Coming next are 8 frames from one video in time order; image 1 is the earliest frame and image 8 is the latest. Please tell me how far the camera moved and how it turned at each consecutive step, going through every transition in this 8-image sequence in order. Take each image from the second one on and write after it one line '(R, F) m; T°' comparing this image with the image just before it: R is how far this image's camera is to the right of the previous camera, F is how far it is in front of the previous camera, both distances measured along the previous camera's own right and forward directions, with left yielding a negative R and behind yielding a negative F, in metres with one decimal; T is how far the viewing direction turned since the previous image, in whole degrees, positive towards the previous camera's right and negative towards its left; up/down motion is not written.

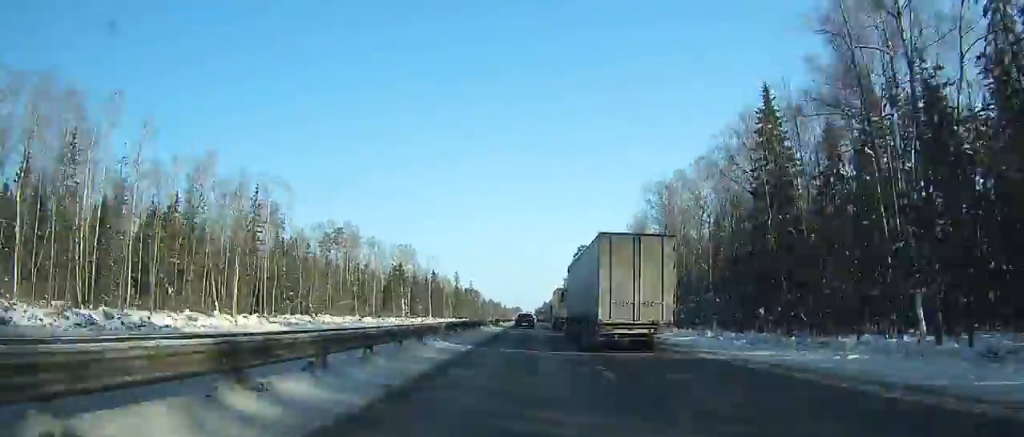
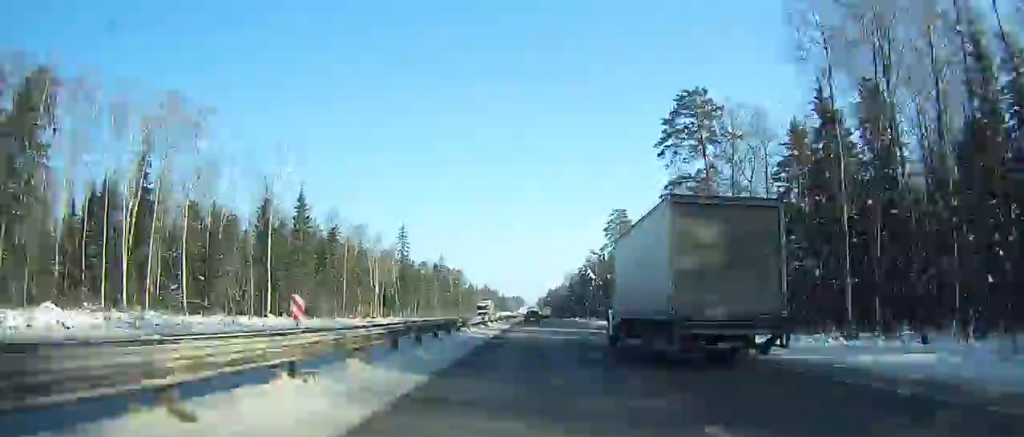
(+2.1, +141.3) m; +3°
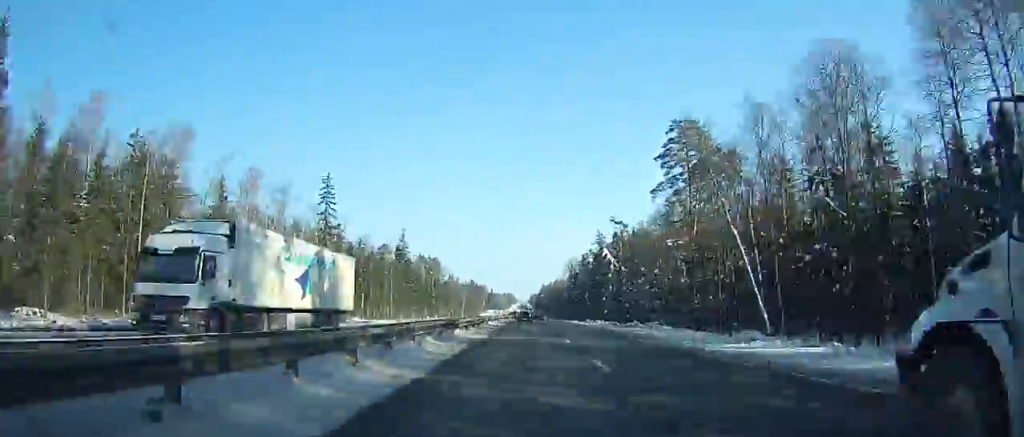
(+4.5, +62.9) m; -2°
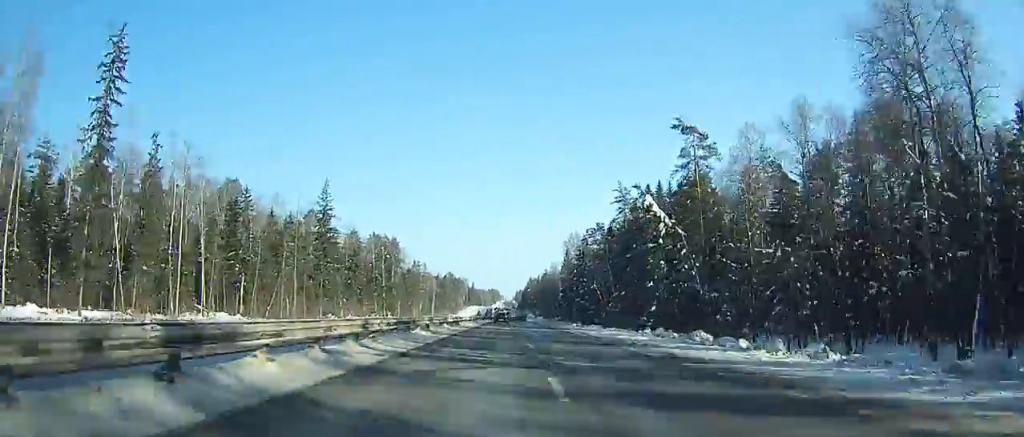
(-5.1, +62.2) m; -2°
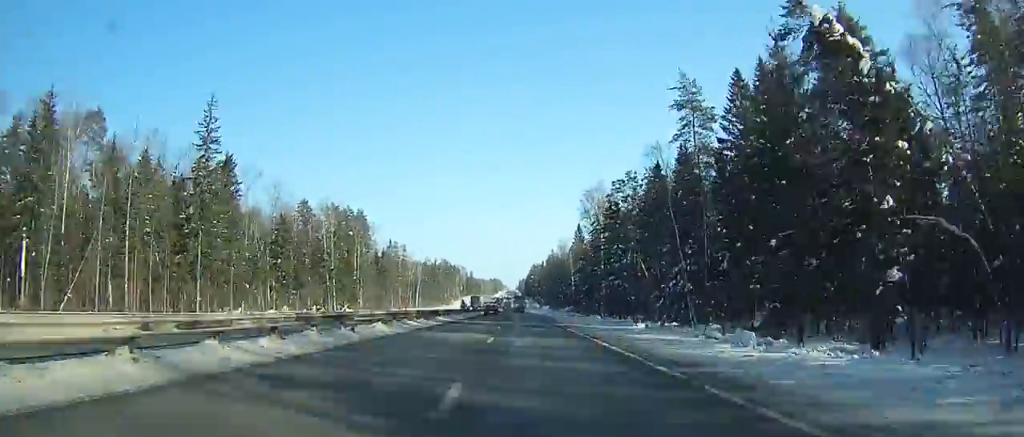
(-2.3, +47.0) m; -1°
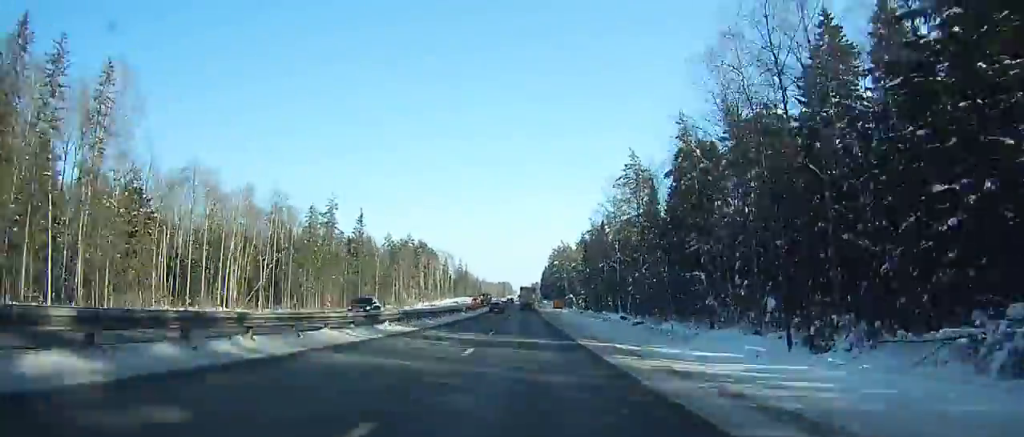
(+6.8, +159.6) m; +1°
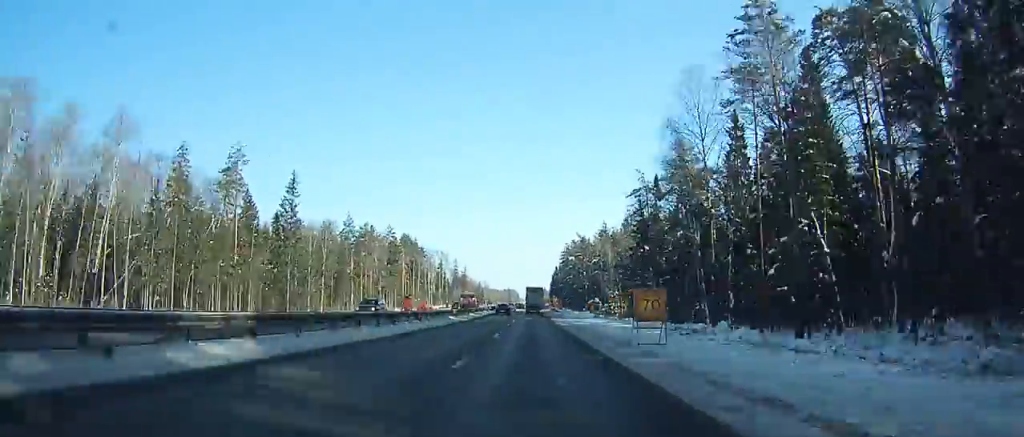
(-1.4, +46.9) m; +1°
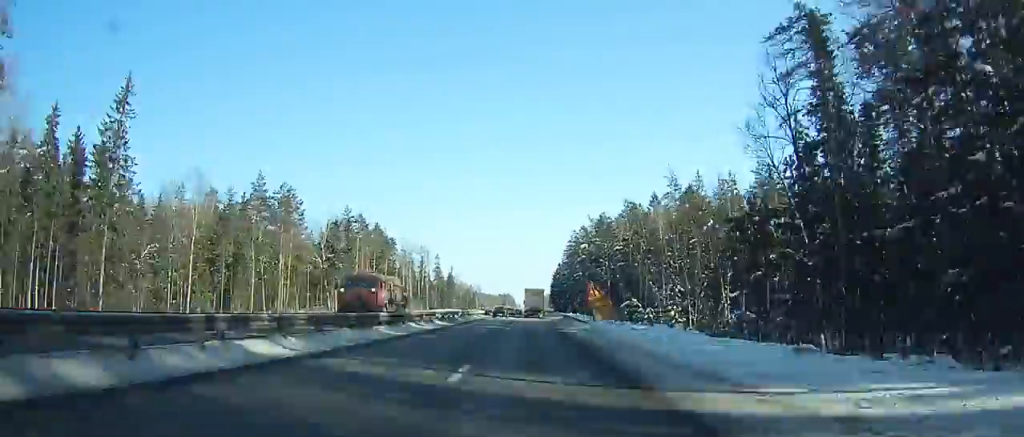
(+0.1, +49.2) m; +1°
